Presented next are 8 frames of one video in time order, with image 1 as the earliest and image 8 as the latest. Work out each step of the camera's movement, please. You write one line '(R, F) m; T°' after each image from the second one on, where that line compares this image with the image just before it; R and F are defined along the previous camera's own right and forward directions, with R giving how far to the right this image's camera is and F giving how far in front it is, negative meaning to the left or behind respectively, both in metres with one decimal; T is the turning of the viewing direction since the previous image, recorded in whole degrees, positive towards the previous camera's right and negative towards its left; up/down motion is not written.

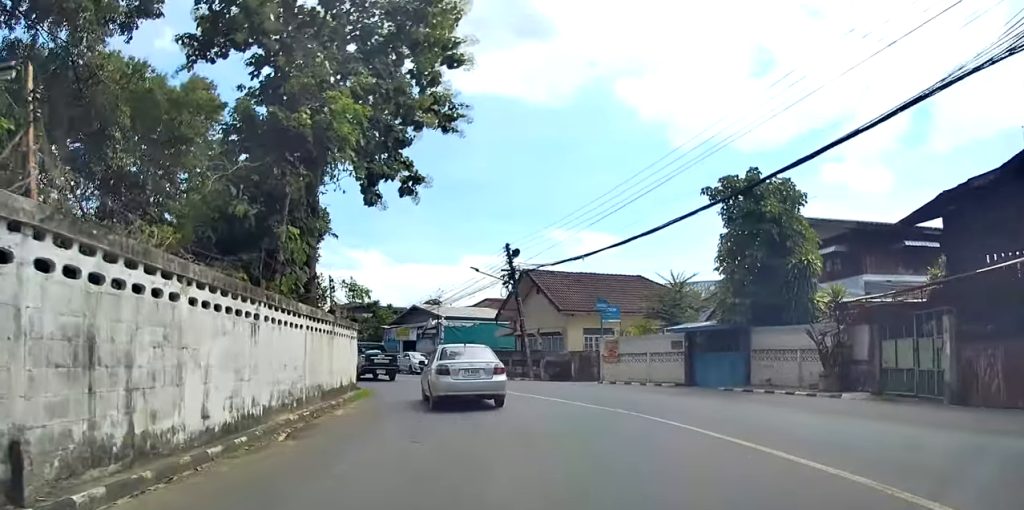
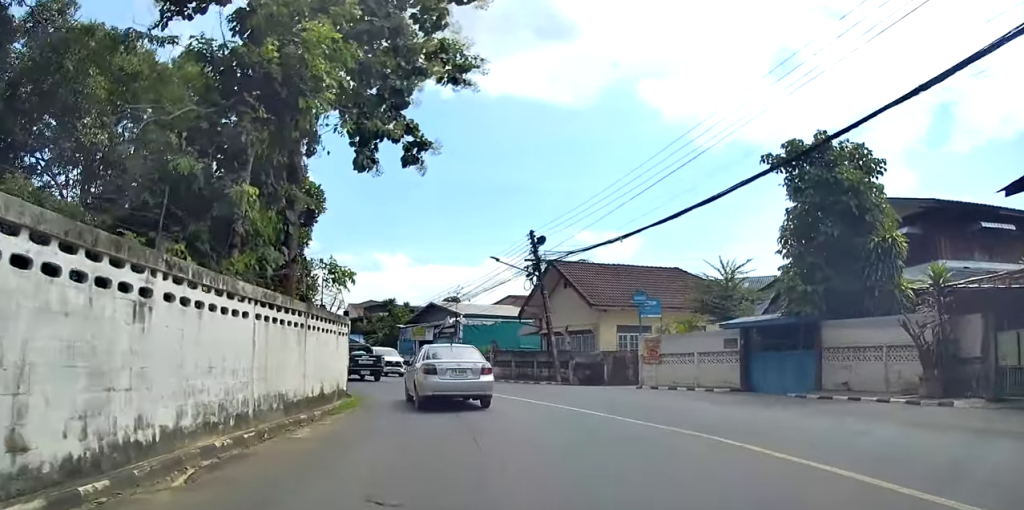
(-0.3, +3.6) m; -3°
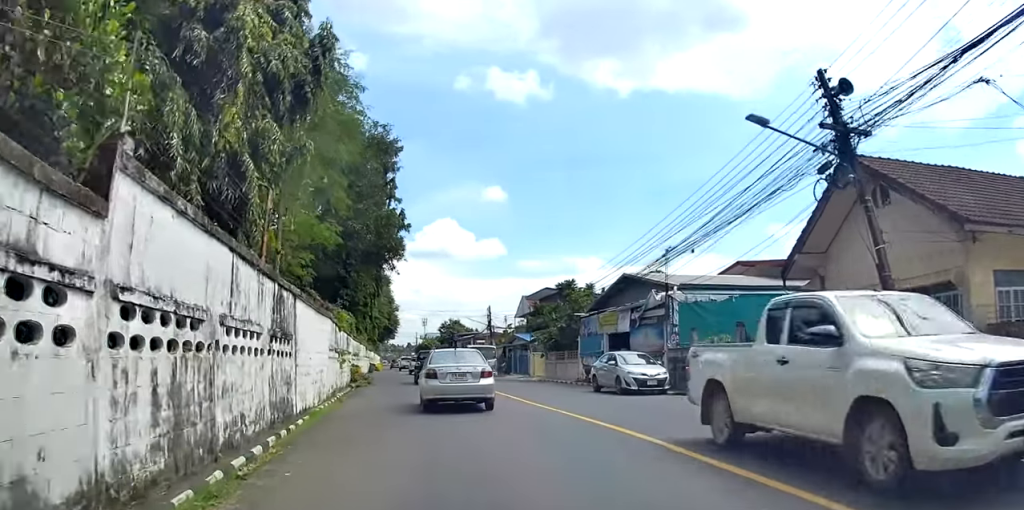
(-1.8, +16.4) m; -15°
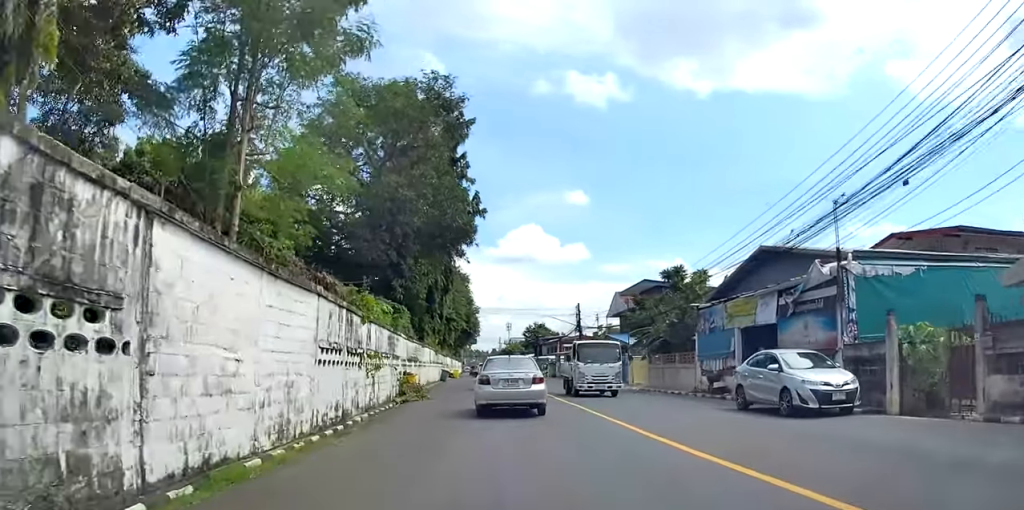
(-0.7, +7.6) m; -9°
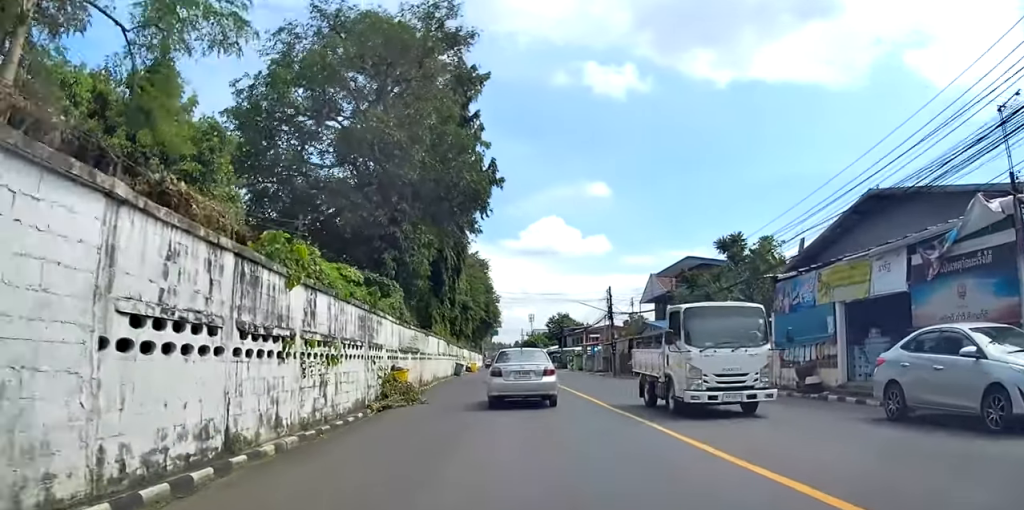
(-0.3, +6.0) m; -4°
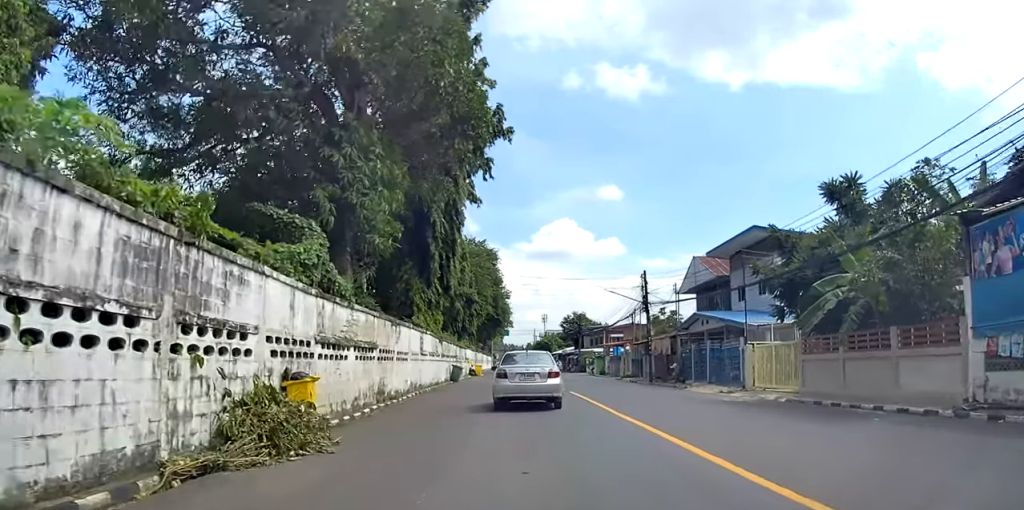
(-0.2, +9.4) m; -1°
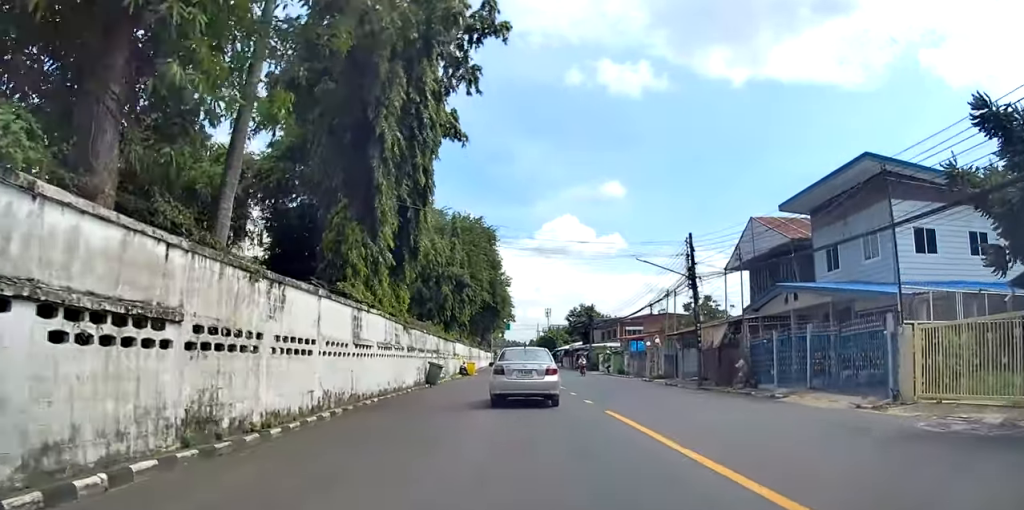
(0.0, +10.8) m; 0°
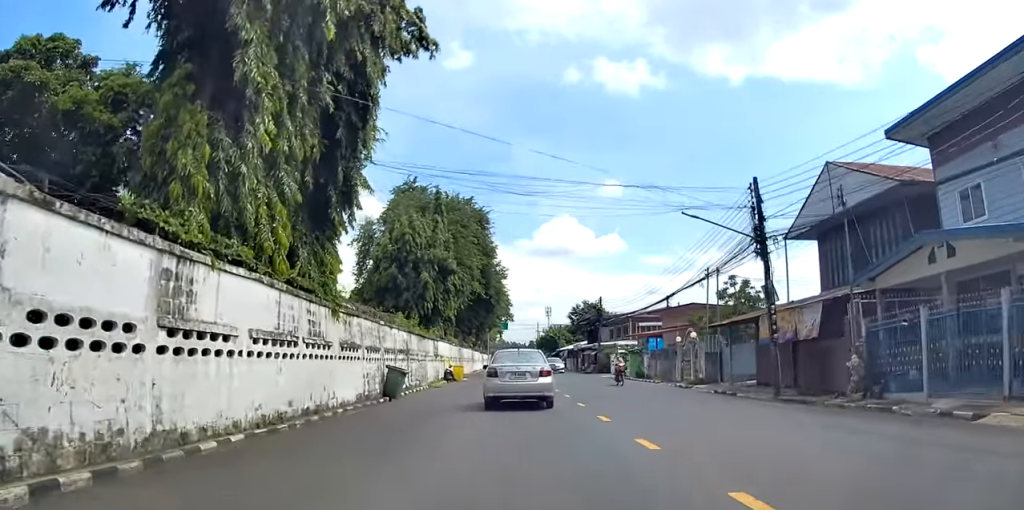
(0.0, +9.3) m; 0°
